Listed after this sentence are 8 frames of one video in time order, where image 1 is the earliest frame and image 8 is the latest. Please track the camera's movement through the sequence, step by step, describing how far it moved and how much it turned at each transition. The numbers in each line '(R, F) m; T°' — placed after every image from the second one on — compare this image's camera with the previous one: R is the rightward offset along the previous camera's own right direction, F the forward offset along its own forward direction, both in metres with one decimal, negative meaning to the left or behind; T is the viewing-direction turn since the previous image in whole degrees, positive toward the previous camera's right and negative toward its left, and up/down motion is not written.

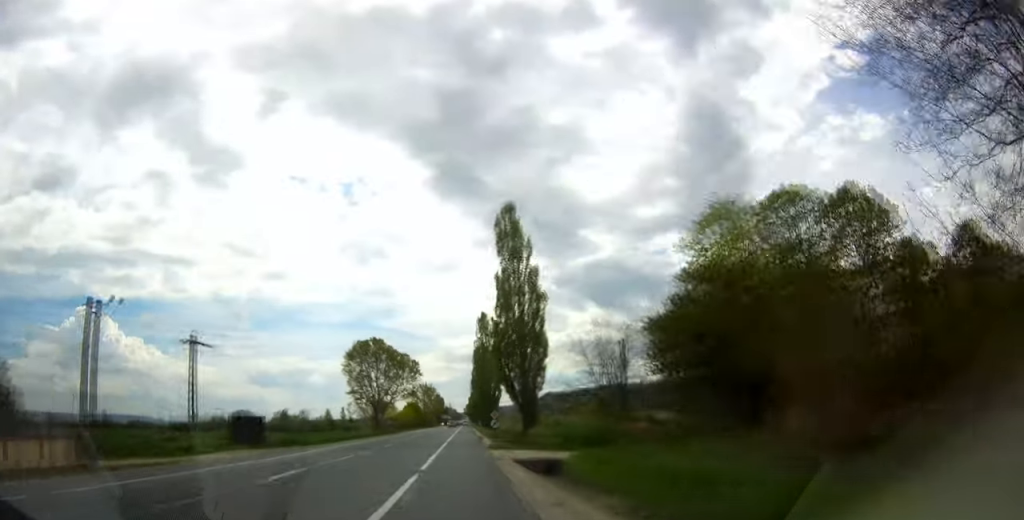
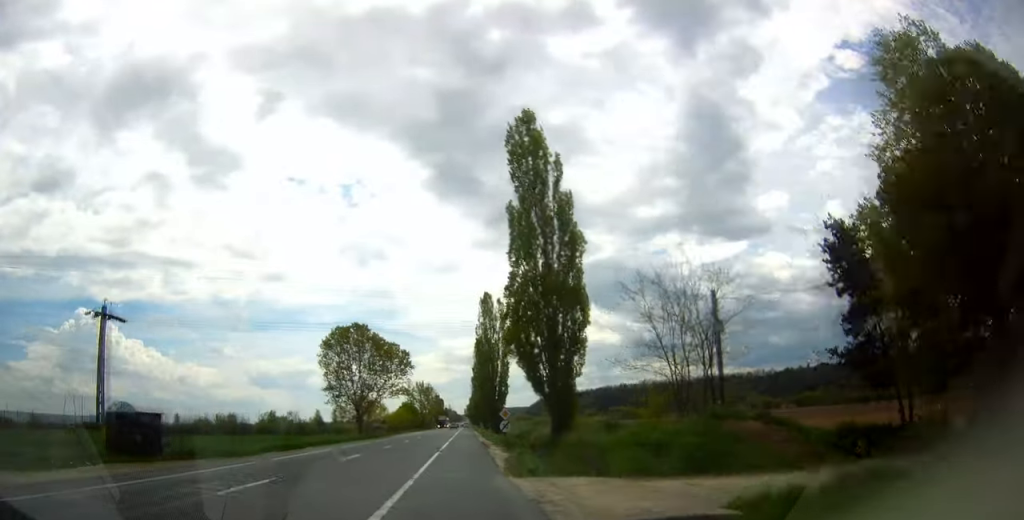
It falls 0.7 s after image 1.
(-0.1, +14.6) m; 0°
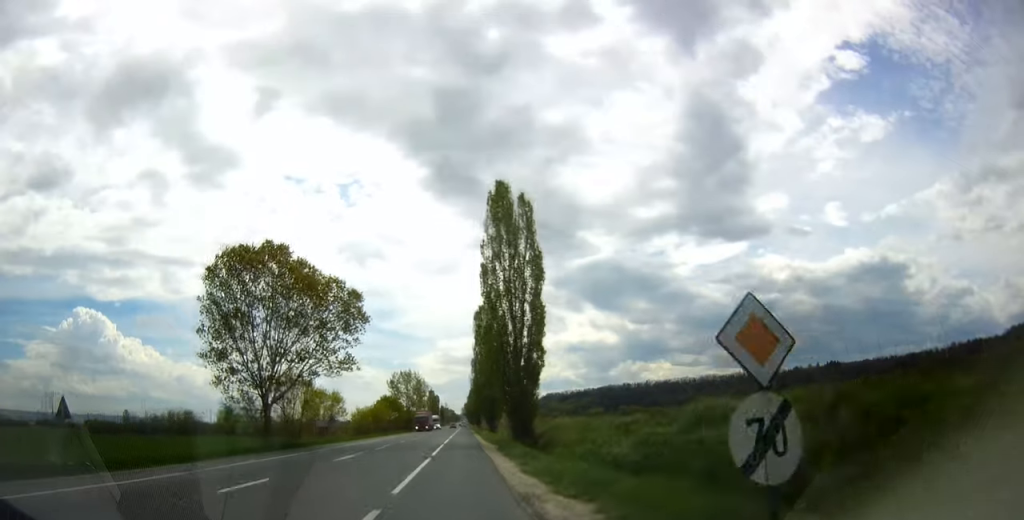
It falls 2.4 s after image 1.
(+0.5, +34.2) m; +1°
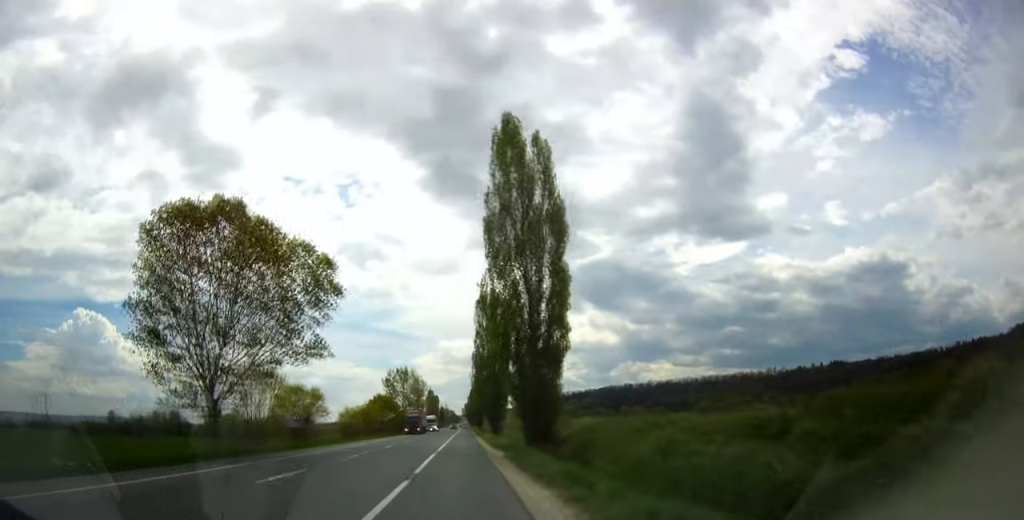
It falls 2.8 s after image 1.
(0.0, +9.0) m; 0°
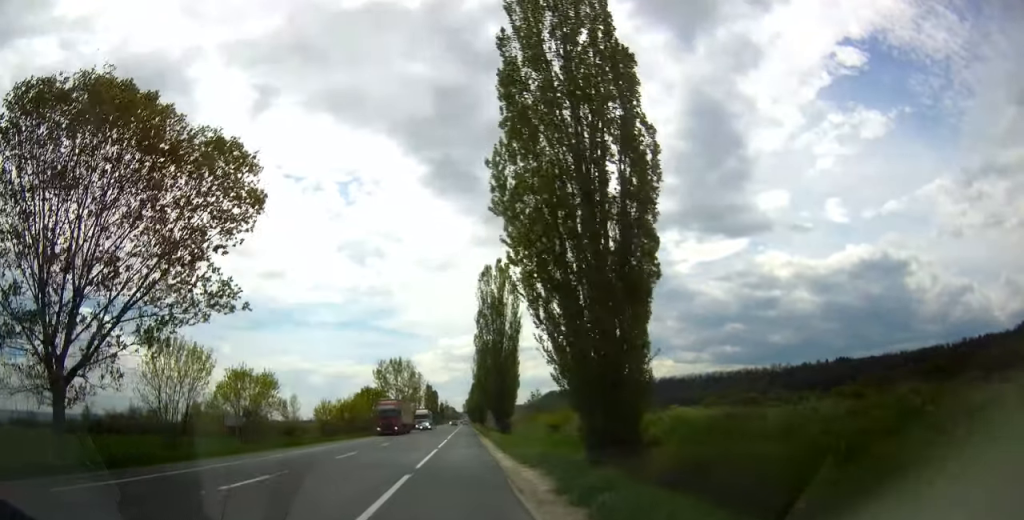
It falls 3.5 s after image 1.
(-0.2, +13.8) m; 0°
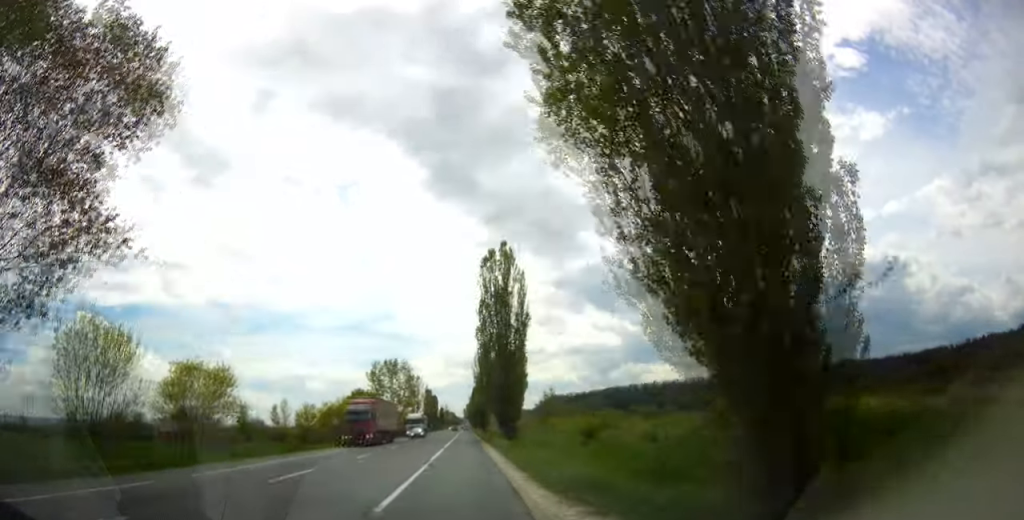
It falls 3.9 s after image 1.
(0.0, +8.2) m; 0°
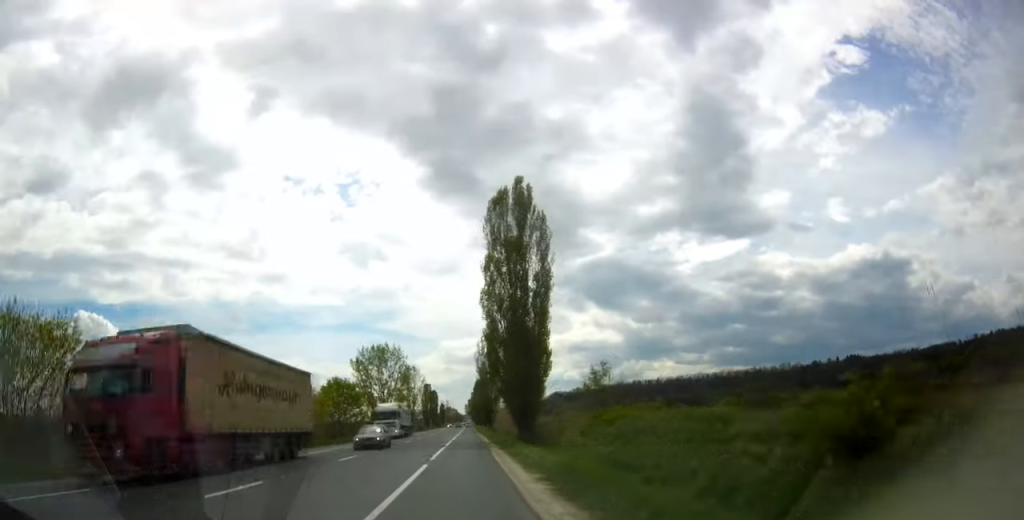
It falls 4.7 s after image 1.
(+0.1, +15.7) m; 0°
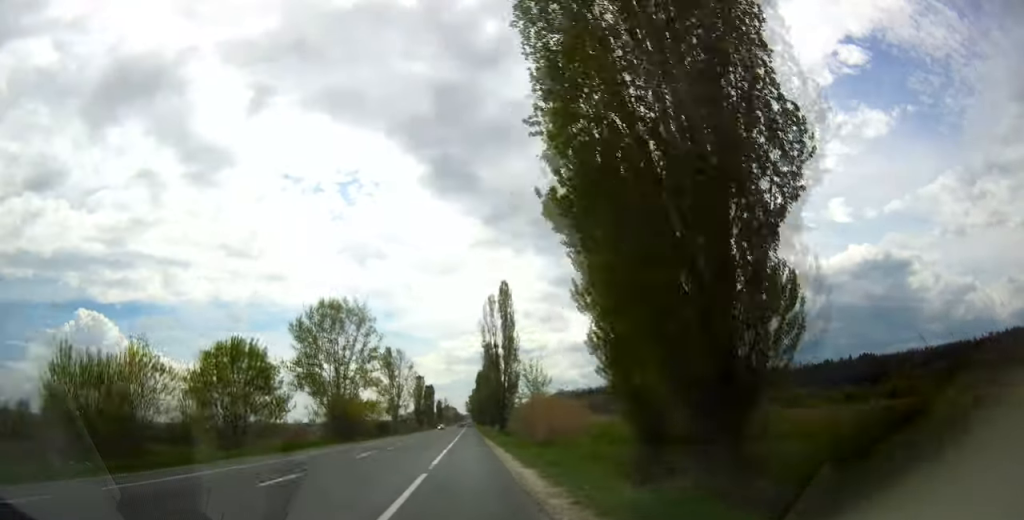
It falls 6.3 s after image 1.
(+0.3, +33.2) m; +1°
